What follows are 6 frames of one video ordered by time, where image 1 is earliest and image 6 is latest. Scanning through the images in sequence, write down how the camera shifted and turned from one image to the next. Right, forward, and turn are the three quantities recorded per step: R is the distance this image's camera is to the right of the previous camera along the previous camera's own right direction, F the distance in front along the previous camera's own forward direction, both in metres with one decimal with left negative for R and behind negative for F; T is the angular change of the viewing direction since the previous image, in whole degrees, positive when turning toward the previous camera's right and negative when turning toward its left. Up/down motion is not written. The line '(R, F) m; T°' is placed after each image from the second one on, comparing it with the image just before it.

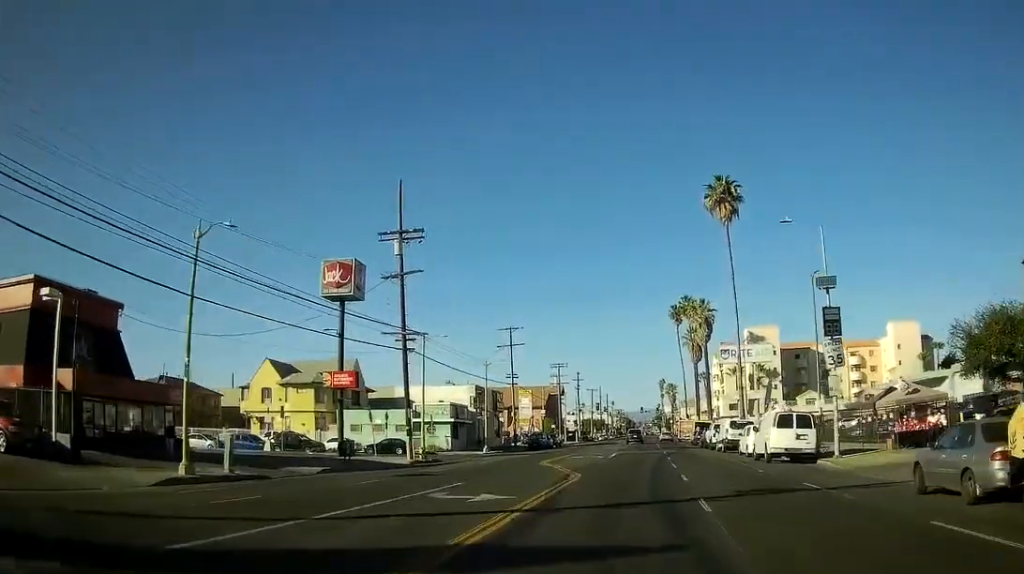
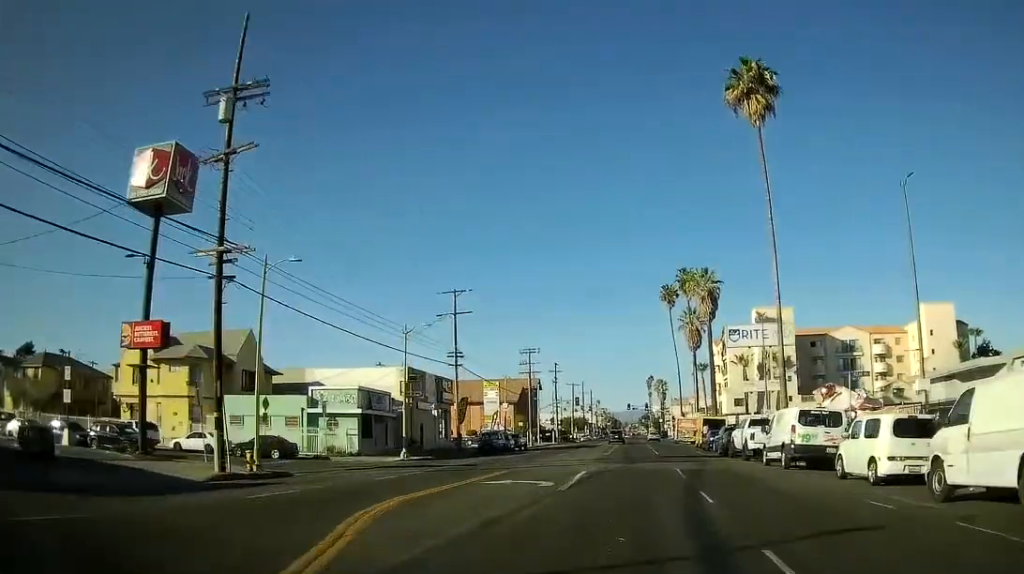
(-0.1, +21.3) m; +3°
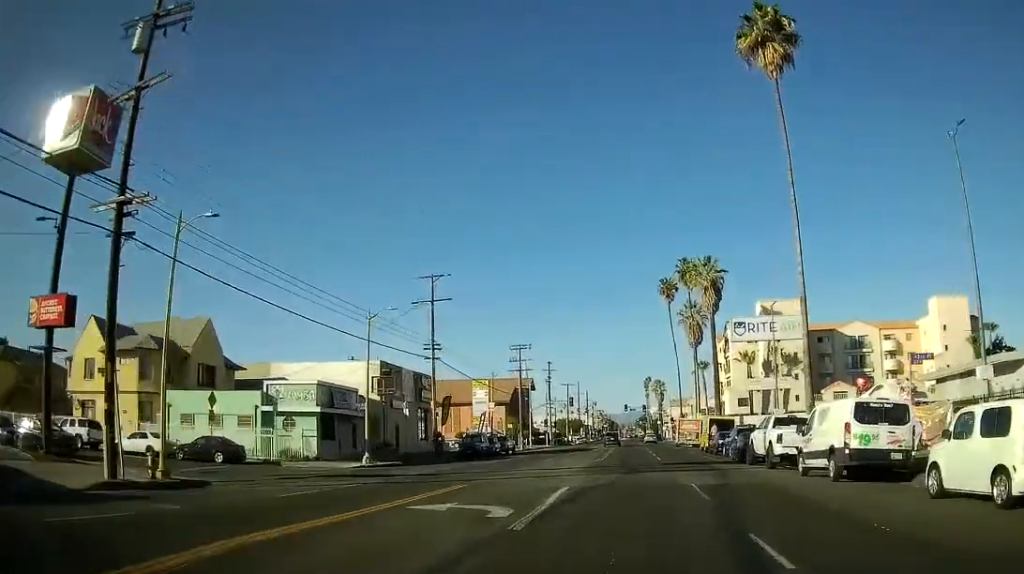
(+0.1, +6.1) m; 0°
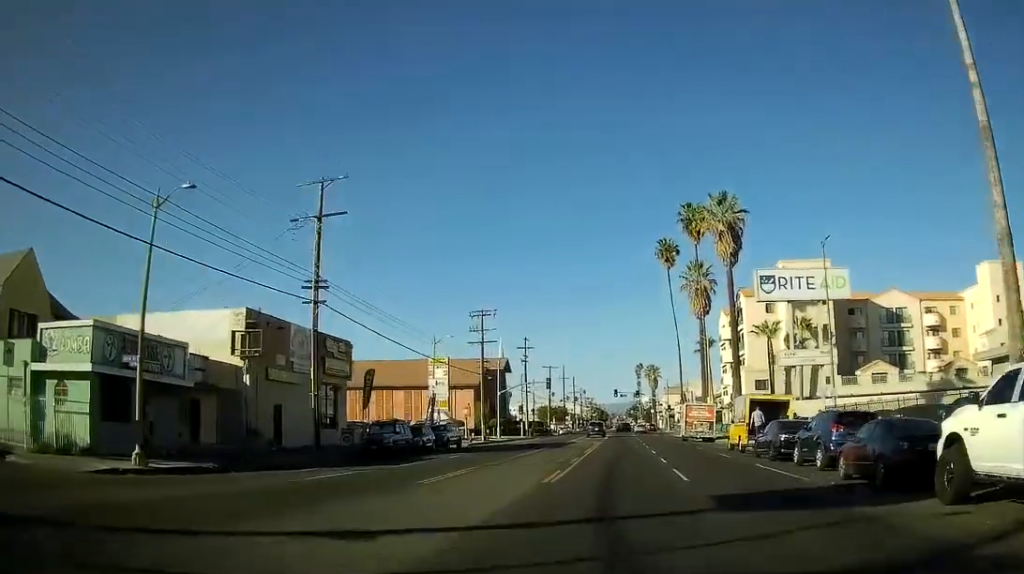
(-0.7, +19.9) m; -2°
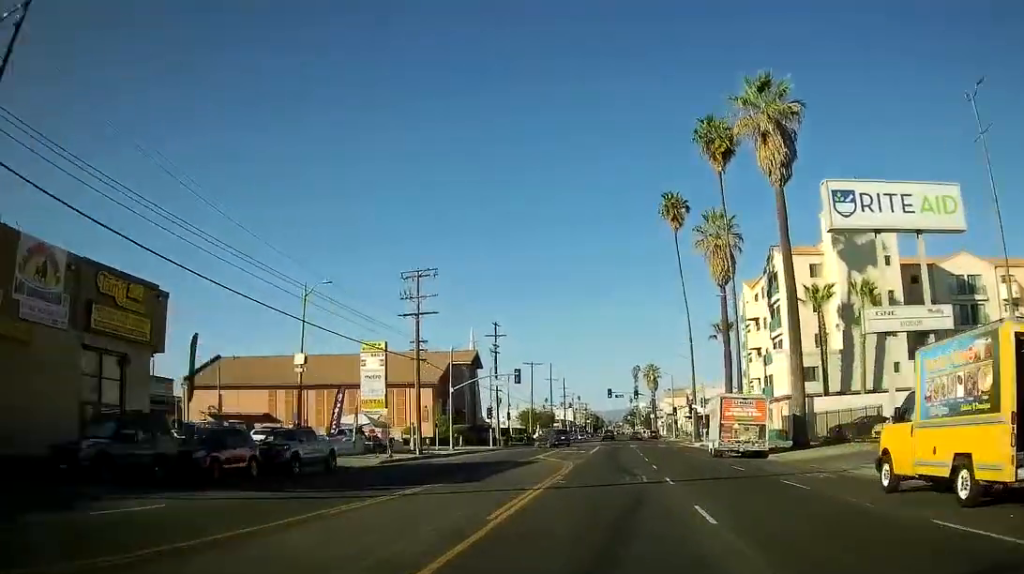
(+0.7, +23.7) m; +3°
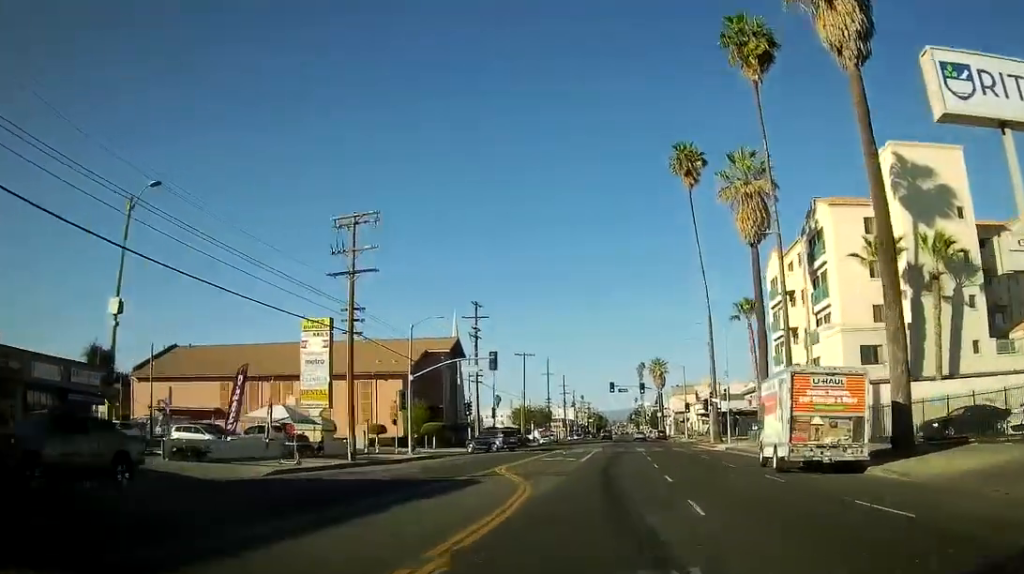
(0.0, +14.7) m; 0°
